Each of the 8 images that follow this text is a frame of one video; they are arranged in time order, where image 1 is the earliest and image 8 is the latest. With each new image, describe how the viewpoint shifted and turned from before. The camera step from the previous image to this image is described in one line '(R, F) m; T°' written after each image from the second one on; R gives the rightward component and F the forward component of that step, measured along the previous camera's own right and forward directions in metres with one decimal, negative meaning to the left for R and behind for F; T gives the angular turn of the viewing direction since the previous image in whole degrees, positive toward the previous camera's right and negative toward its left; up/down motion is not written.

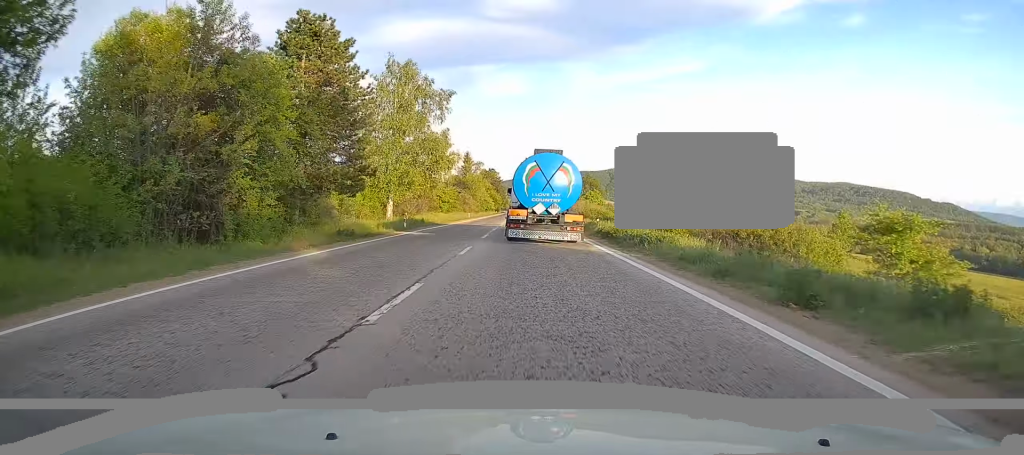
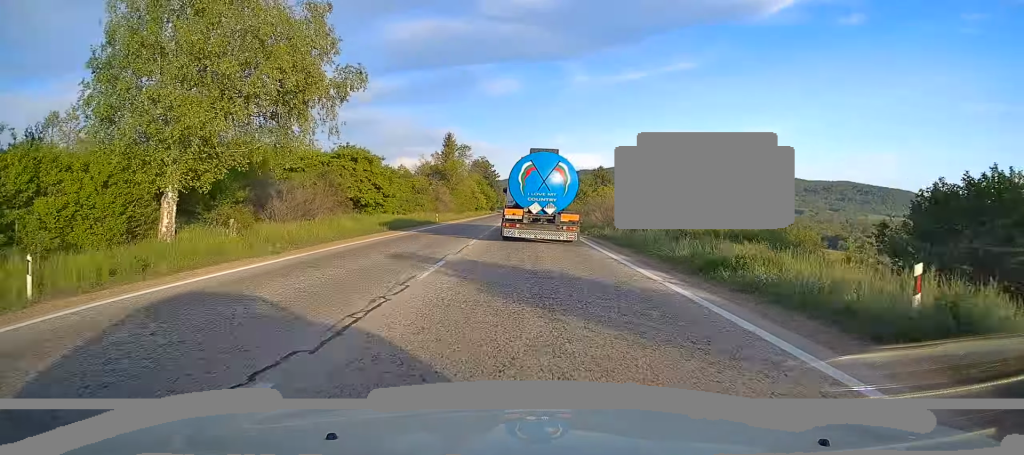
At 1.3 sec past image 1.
(+0.1, +32.2) m; 0°
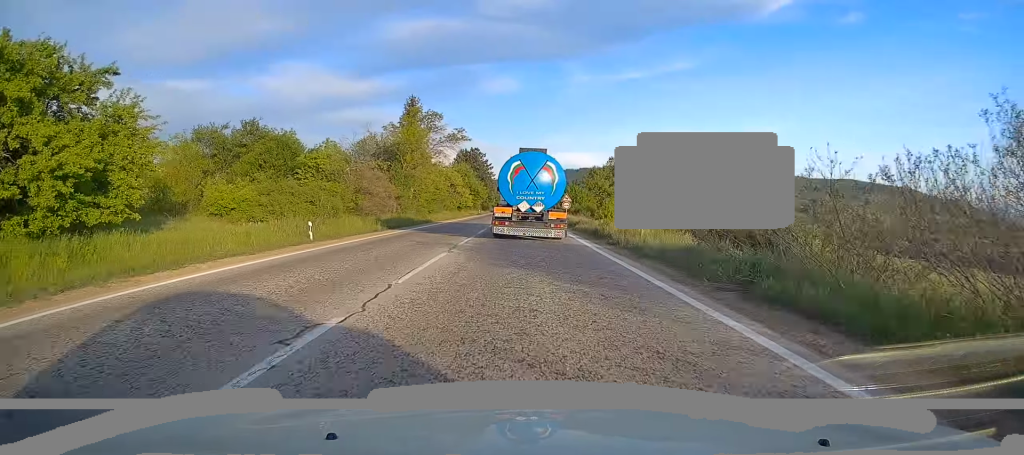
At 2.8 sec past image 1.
(+0.3, +34.1) m; 0°
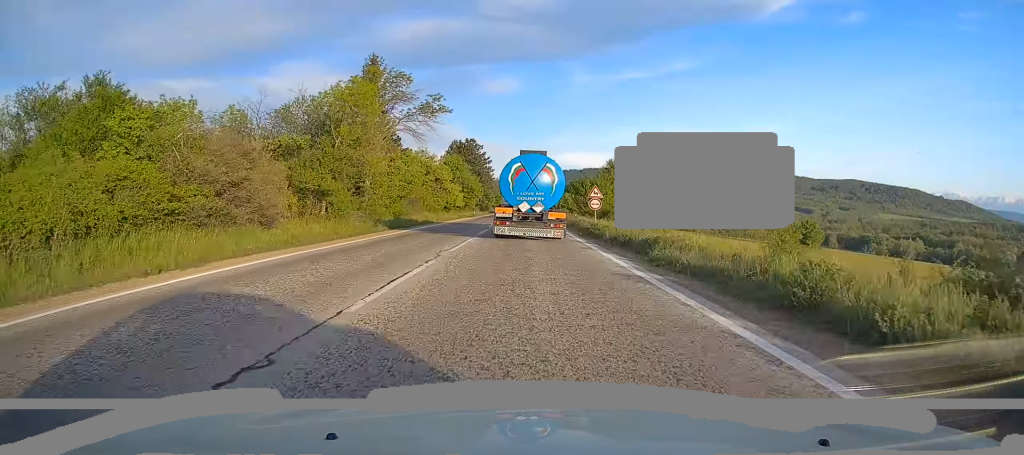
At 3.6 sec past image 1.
(-0.1, +20.3) m; -1°
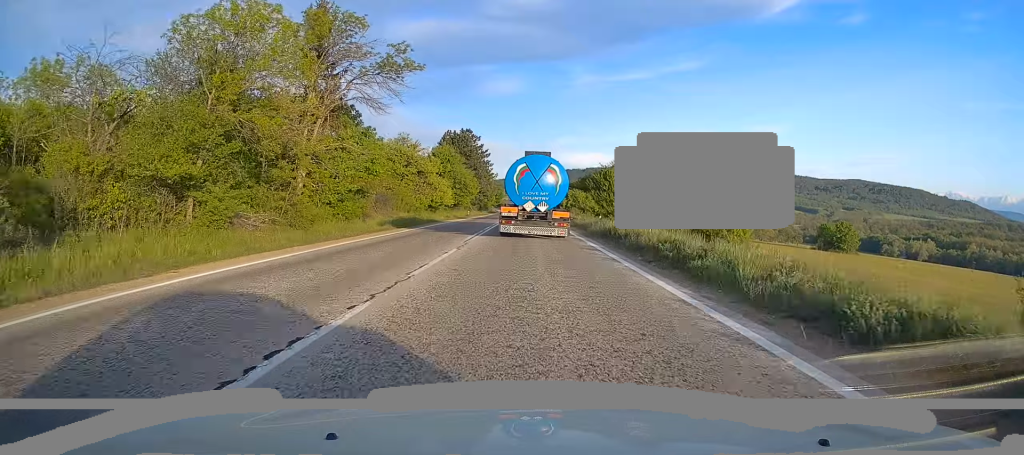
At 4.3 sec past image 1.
(-0.1, +14.7) m; 0°
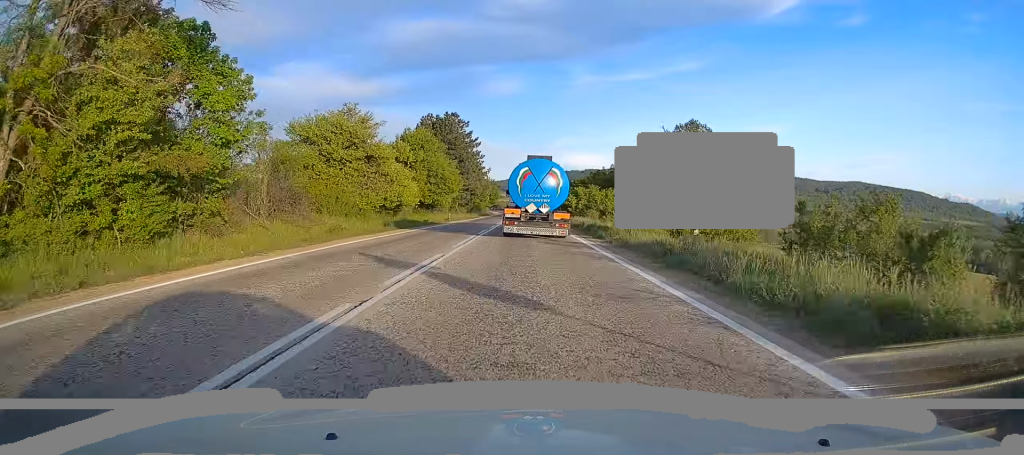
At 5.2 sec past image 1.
(0.0, +20.7) m; 0°
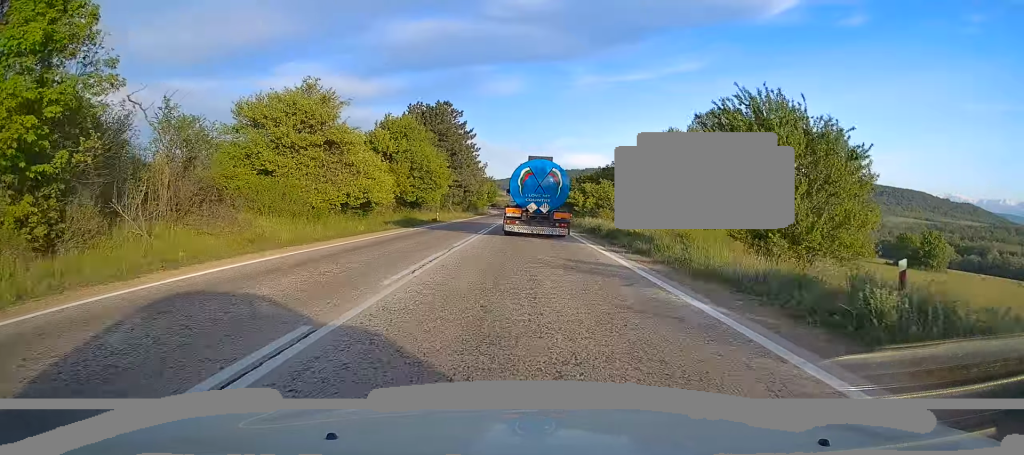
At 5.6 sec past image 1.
(+0.1, +9.1) m; 0°
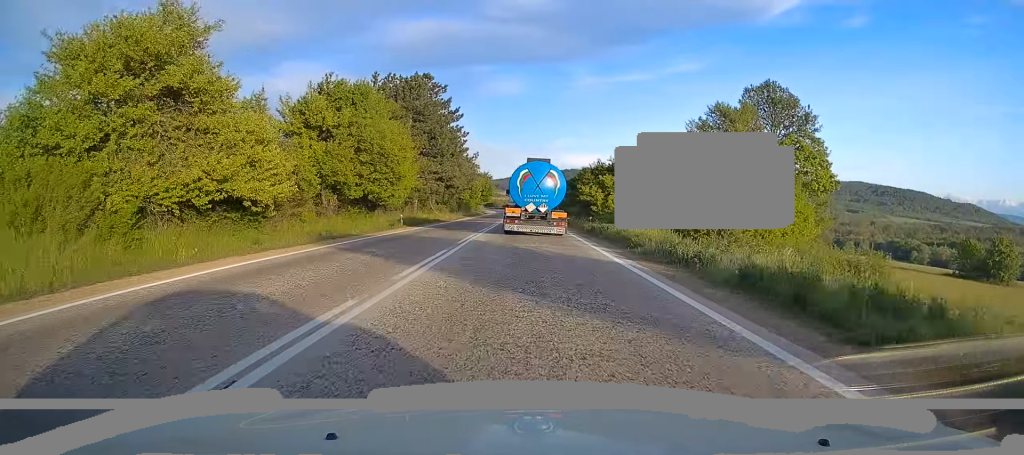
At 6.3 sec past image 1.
(+0.1, +16.7) m; 0°
